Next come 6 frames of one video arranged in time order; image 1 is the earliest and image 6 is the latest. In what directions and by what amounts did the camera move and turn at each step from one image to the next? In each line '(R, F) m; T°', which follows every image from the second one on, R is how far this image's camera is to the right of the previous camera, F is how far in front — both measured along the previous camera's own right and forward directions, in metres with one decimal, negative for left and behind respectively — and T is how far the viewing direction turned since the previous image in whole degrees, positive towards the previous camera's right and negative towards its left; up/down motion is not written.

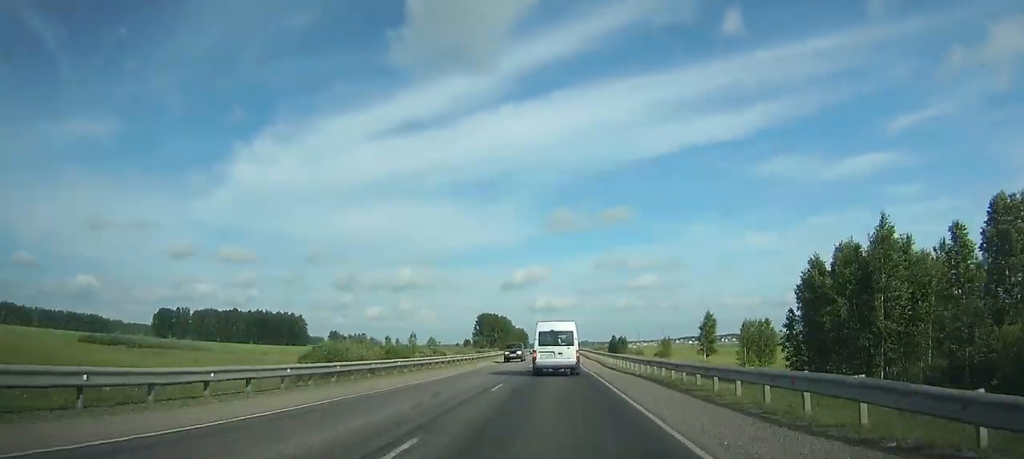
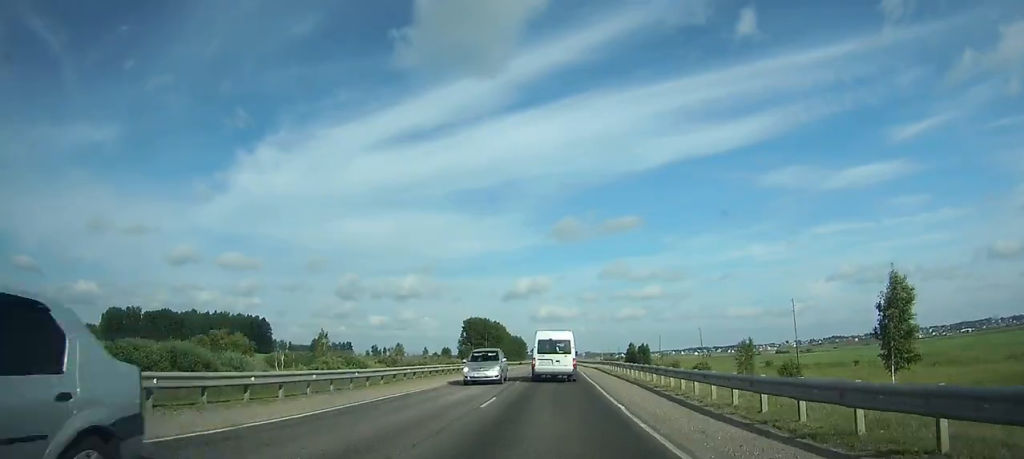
(+0.1, +49.1) m; 0°
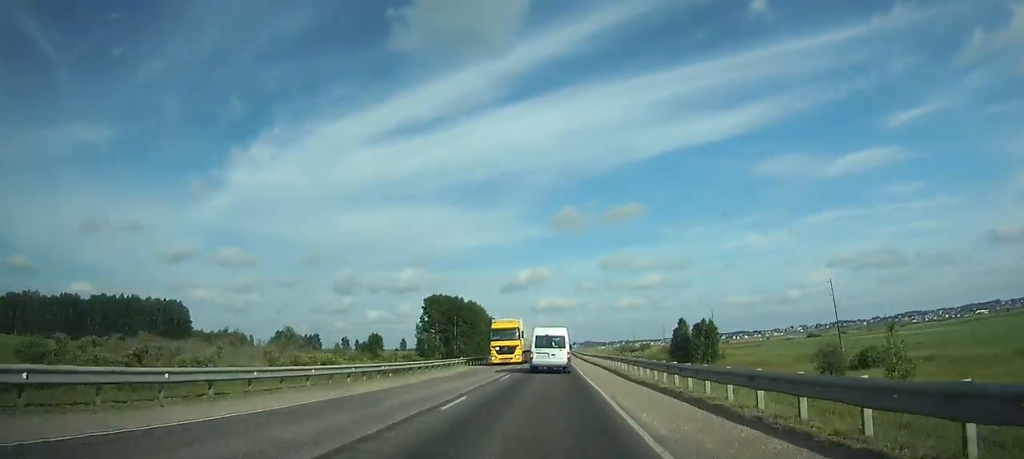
(0.0, +76.6) m; 0°
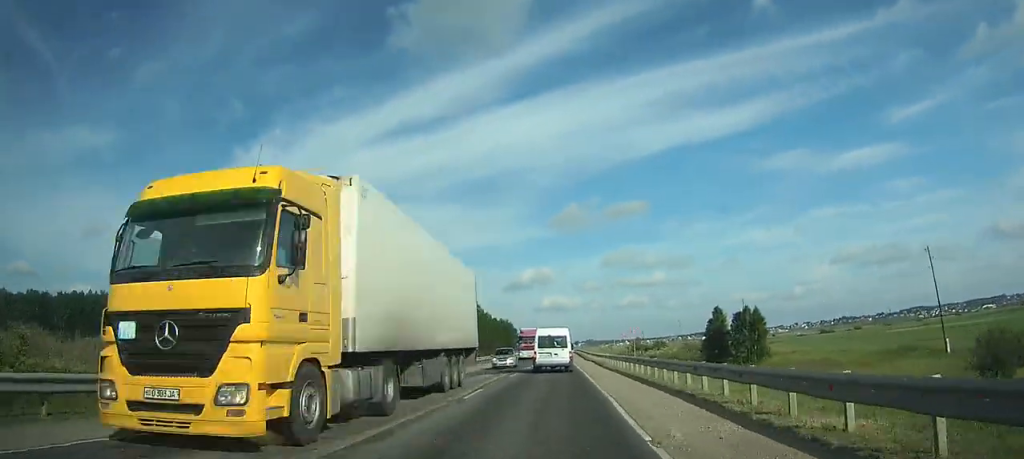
(0.0, +21.4) m; 0°
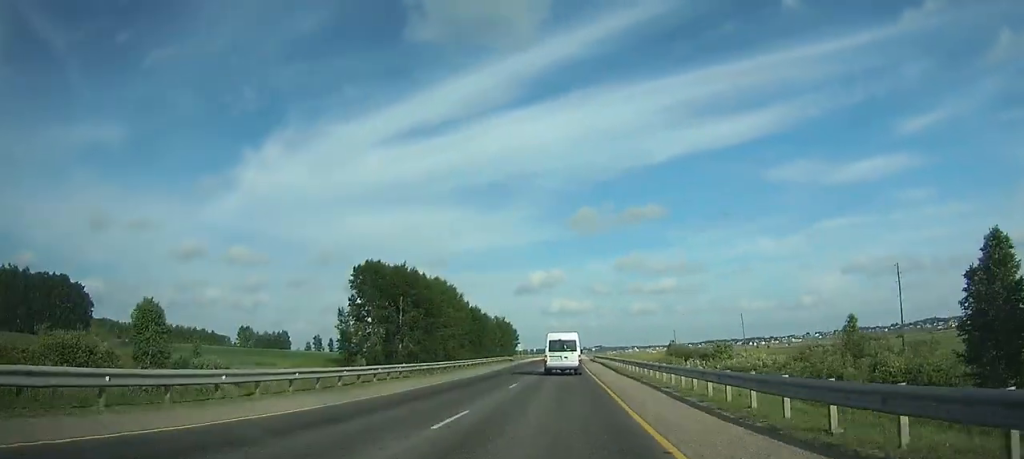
(-0.2, +50.5) m; 0°
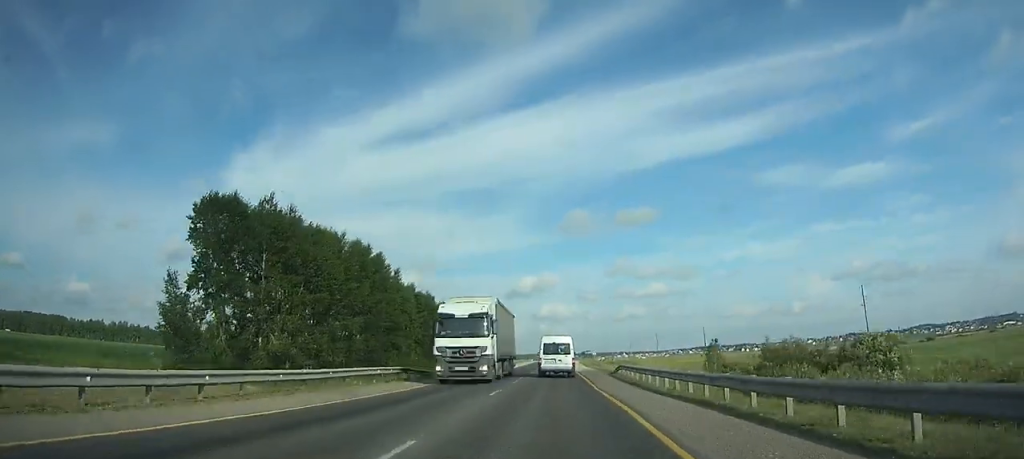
(+0.2, +53.2) m; 0°
